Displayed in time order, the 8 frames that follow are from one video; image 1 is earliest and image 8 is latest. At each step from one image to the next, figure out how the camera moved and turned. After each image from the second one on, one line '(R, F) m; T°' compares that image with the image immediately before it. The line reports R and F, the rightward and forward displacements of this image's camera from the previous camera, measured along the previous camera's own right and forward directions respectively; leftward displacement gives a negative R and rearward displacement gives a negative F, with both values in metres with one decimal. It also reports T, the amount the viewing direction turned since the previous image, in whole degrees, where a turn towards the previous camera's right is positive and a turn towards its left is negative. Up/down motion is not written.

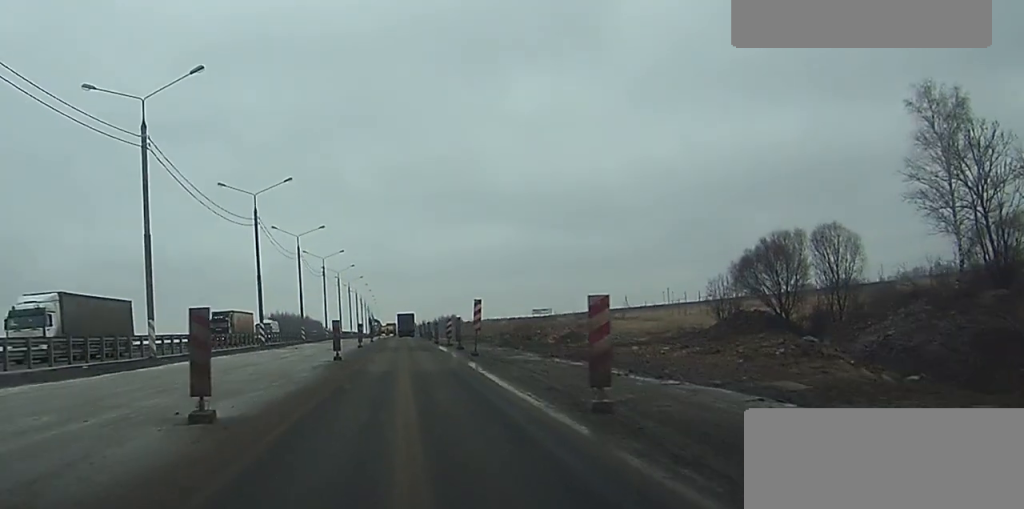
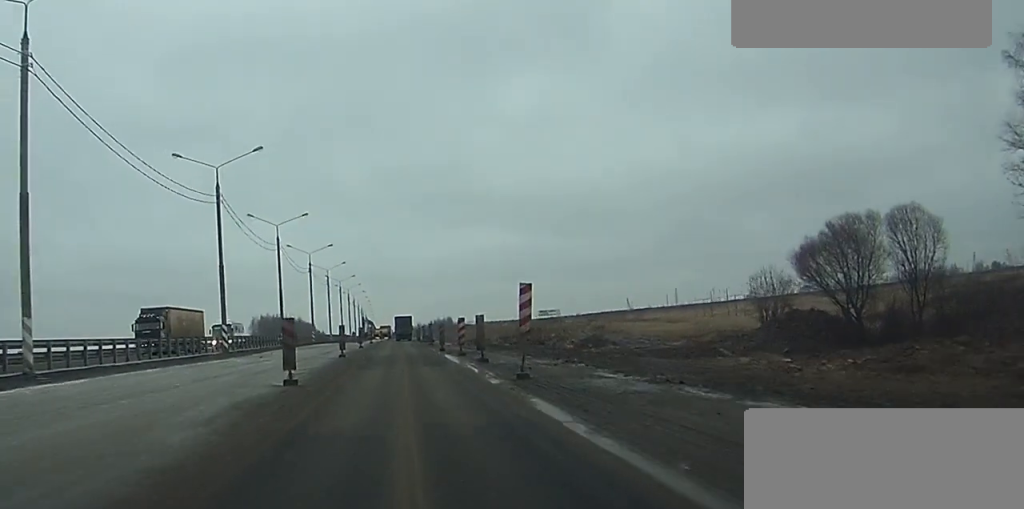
(-0.1, +14.1) m; 0°
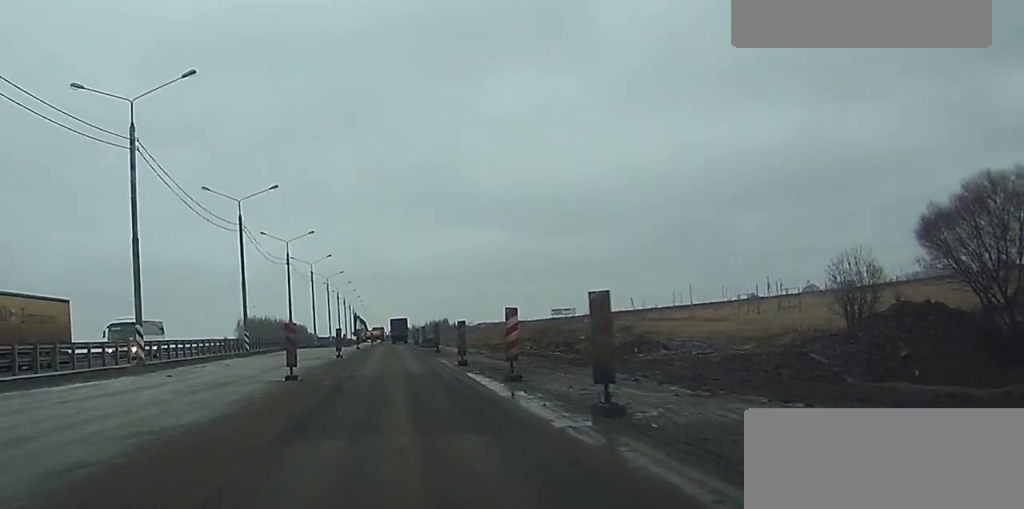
(+0.1, +18.4) m; 0°
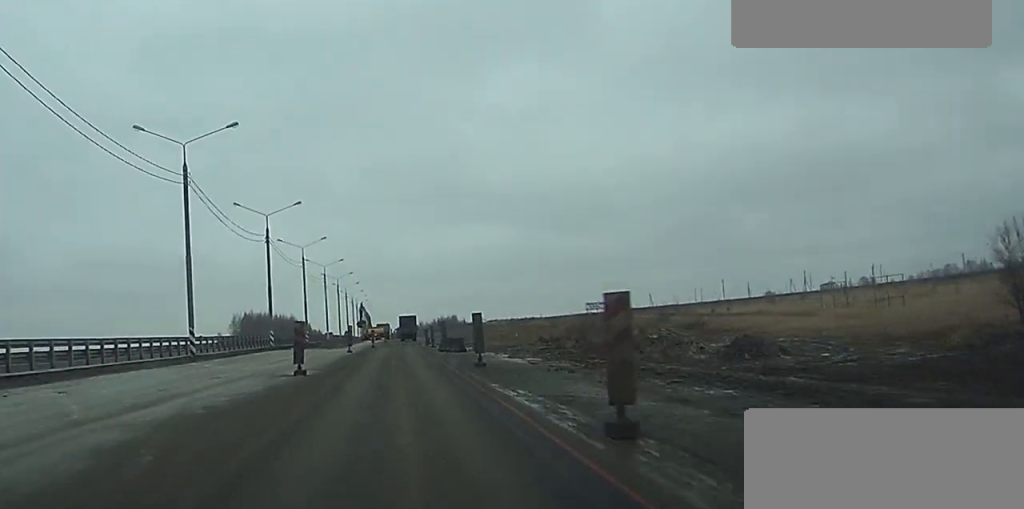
(0.0, +20.5) m; 0°
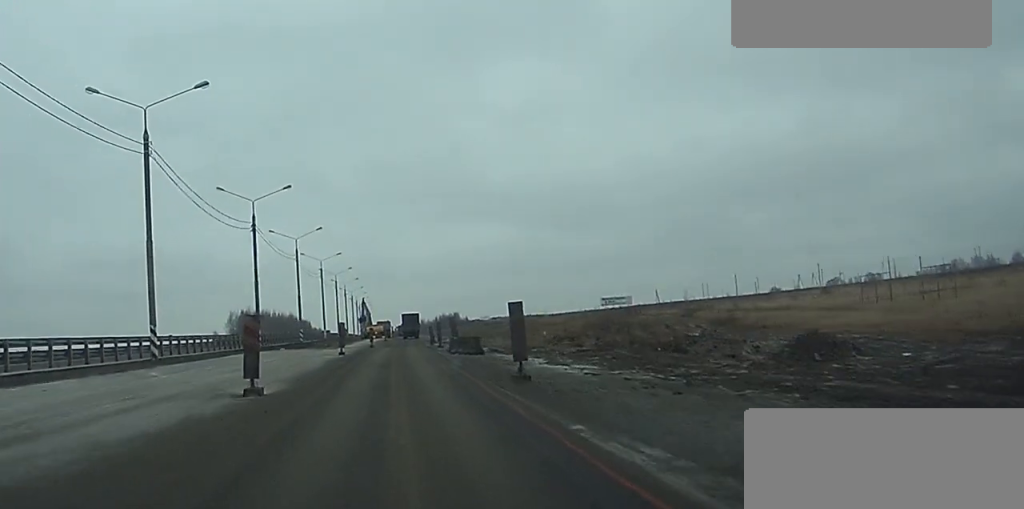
(0.0, +7.8) m; 0°
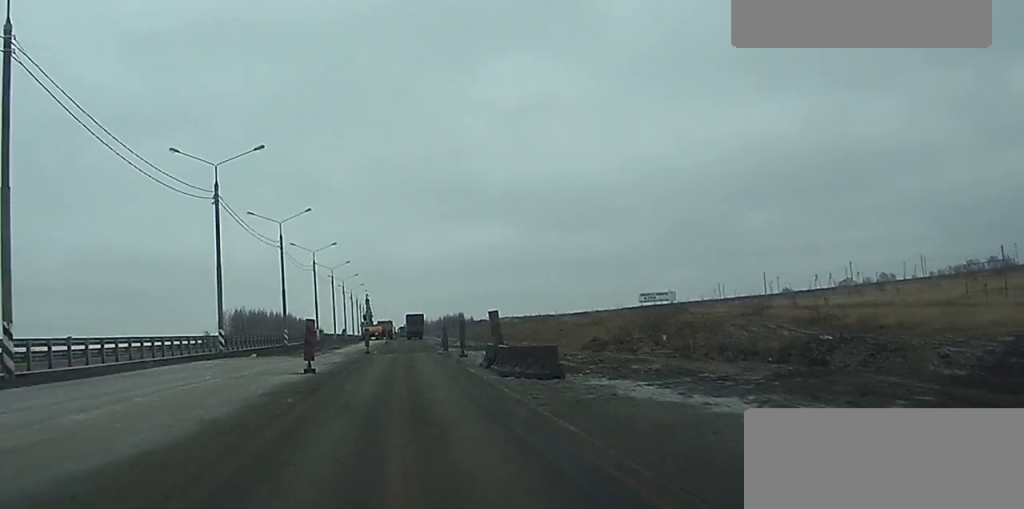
(0.0, +15.2) m; +1°
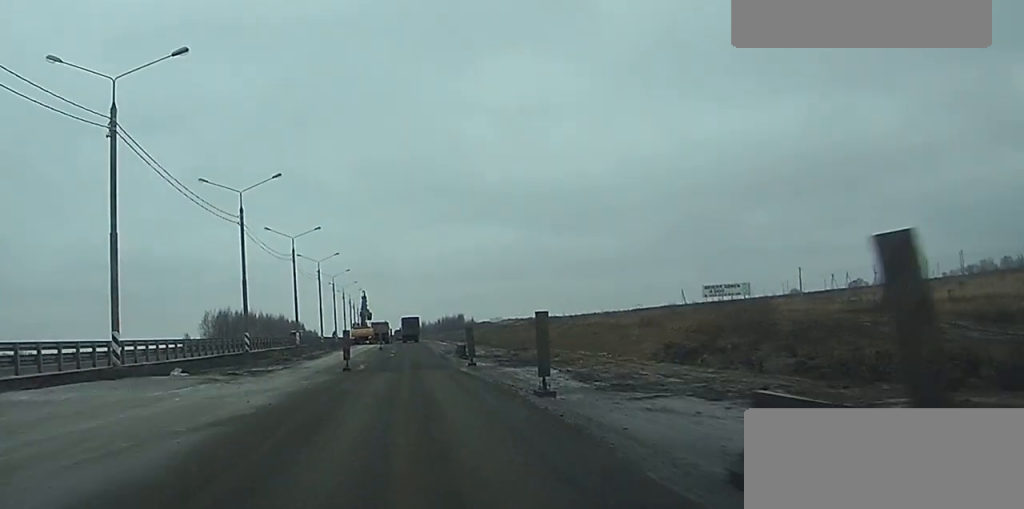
(+0.4, +16.7) m; +2°
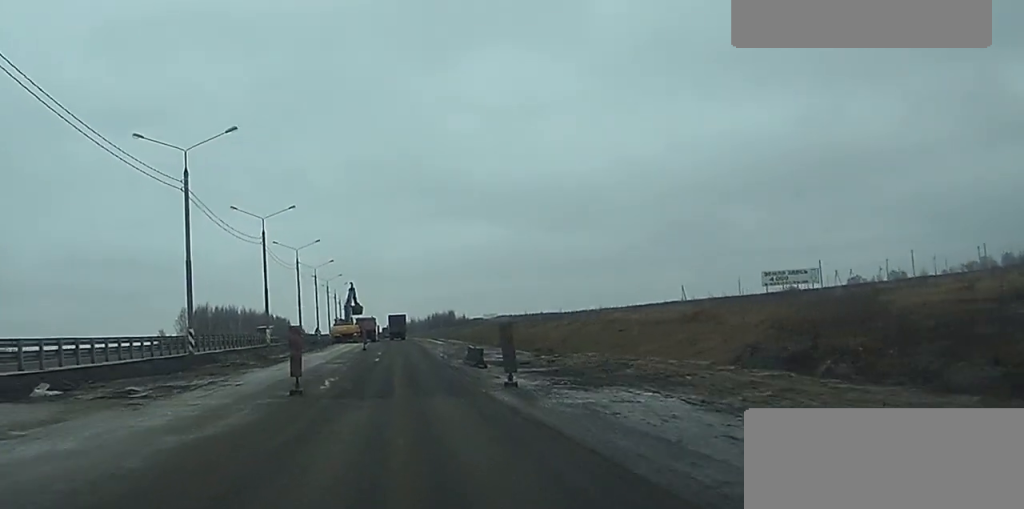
(+0.6, +9.0) m; -2°
